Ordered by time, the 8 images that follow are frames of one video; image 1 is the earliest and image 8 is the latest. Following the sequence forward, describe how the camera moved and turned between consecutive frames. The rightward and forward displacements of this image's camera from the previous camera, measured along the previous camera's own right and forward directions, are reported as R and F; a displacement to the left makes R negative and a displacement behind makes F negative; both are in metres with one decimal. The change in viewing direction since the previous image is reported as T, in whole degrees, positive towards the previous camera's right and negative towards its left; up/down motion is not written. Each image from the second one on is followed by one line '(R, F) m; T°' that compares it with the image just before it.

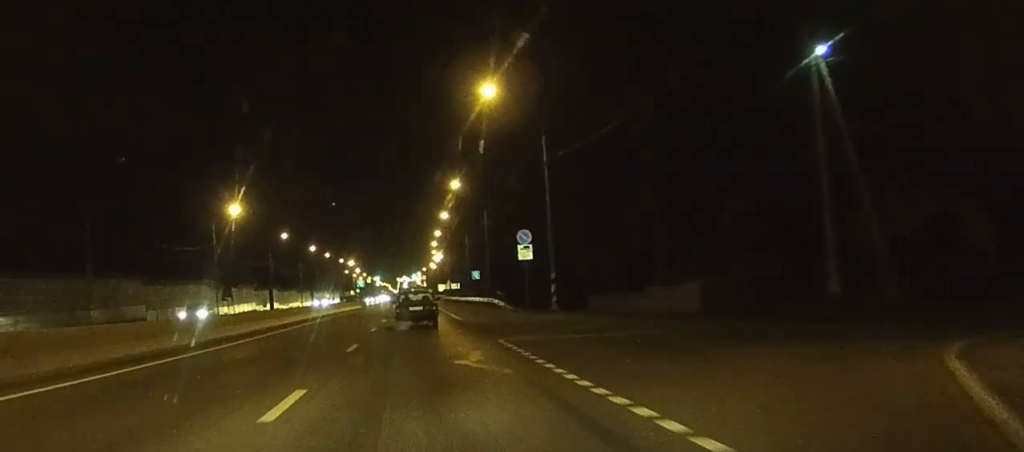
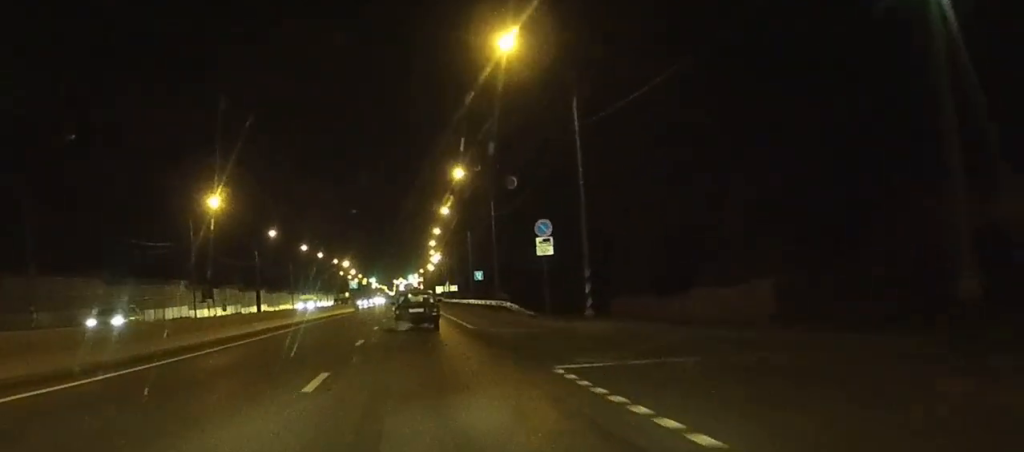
(0.0, +8.7) m; 0°
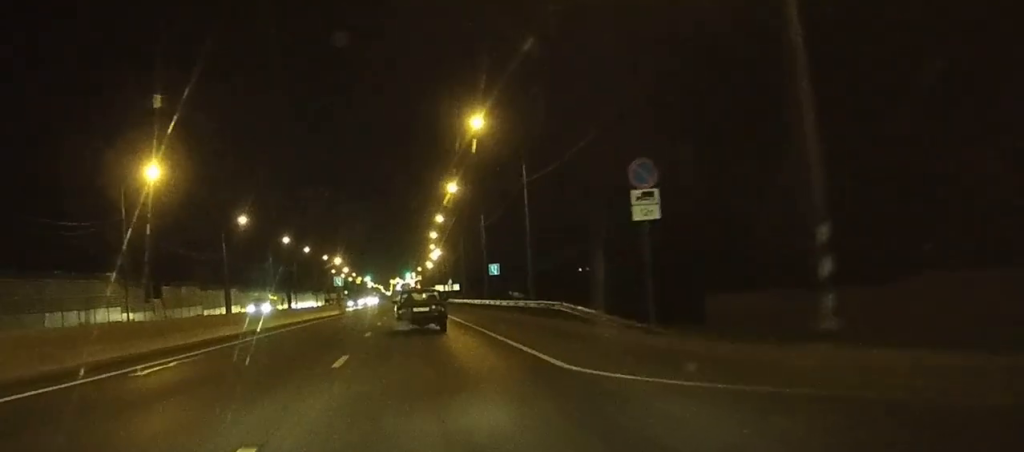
(0.0, +20.1) m; 0°
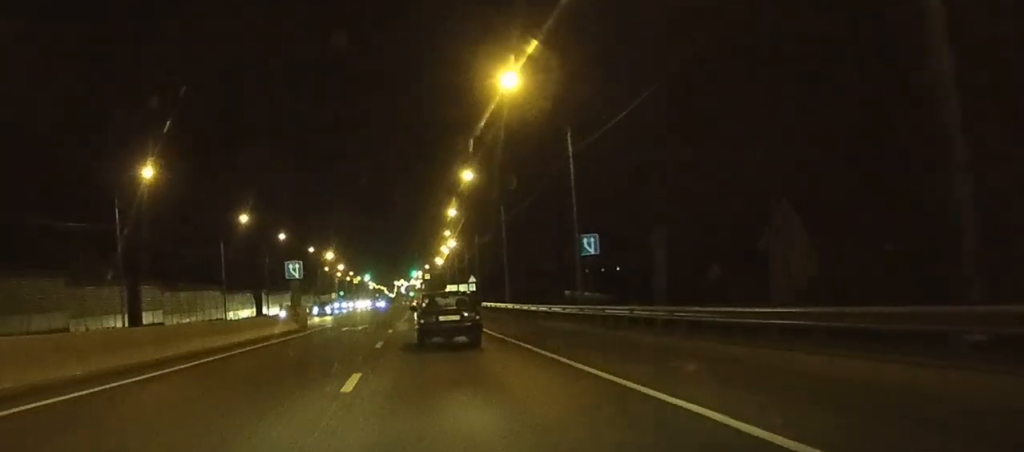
(+0.1, +39.5) m; 0°
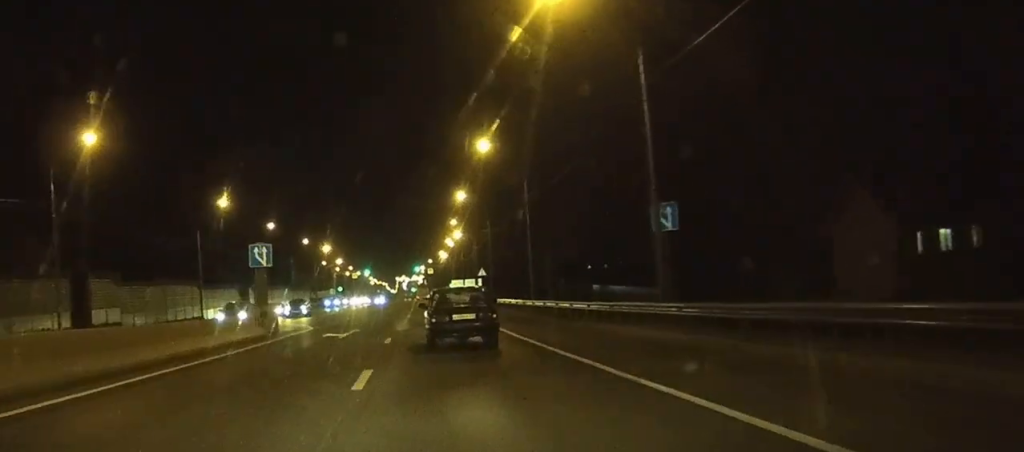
(0.0, +12.0) m; 0°
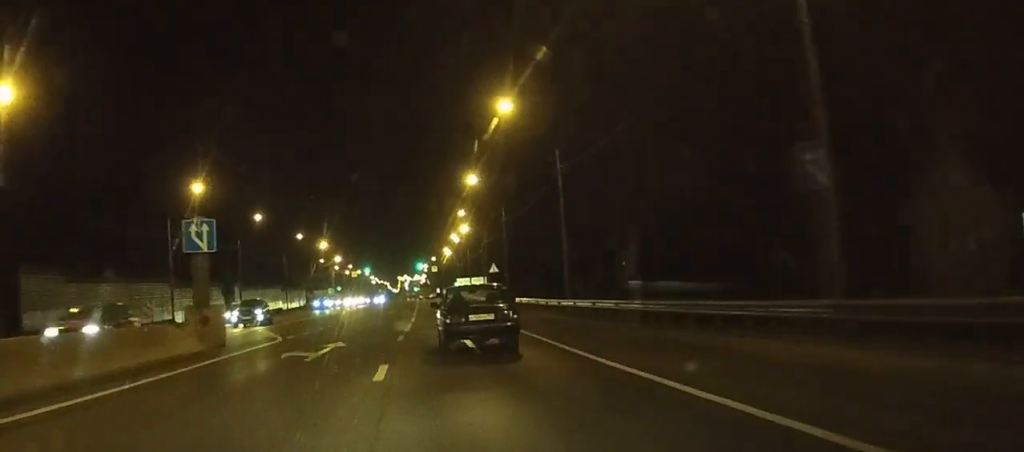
(0.0, +11.3) m; 0°
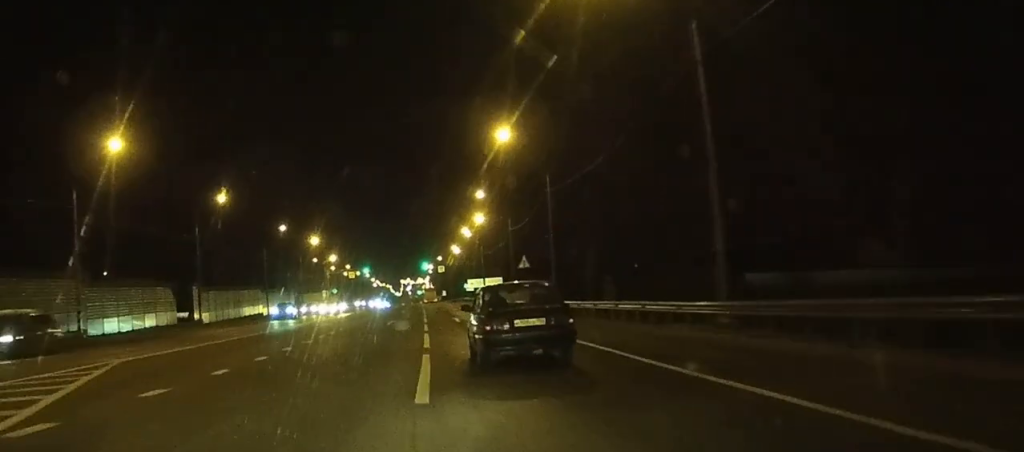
(-0.1, +21.9) m; 0°
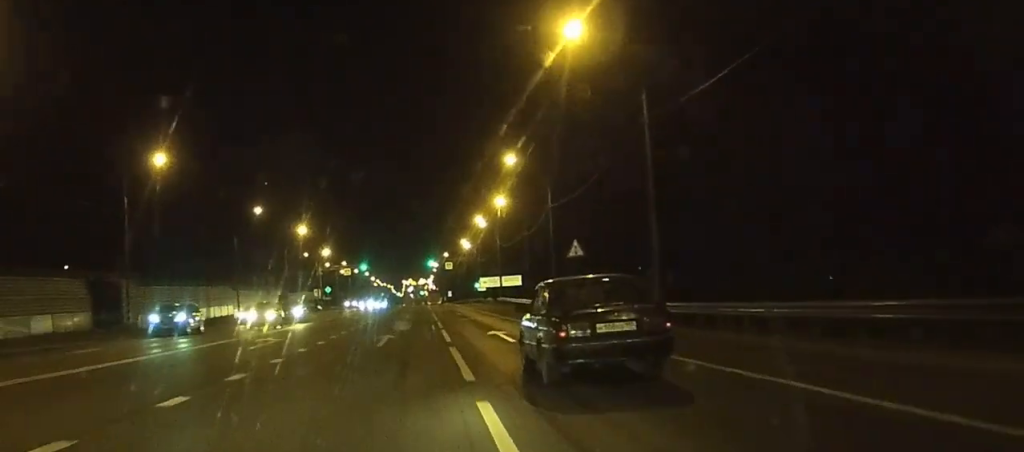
(0.0, +21.2) m; 0°
